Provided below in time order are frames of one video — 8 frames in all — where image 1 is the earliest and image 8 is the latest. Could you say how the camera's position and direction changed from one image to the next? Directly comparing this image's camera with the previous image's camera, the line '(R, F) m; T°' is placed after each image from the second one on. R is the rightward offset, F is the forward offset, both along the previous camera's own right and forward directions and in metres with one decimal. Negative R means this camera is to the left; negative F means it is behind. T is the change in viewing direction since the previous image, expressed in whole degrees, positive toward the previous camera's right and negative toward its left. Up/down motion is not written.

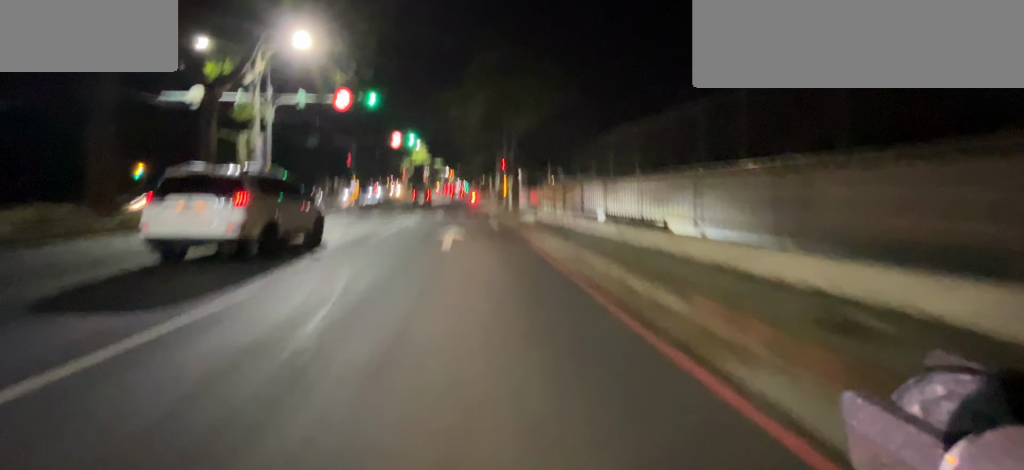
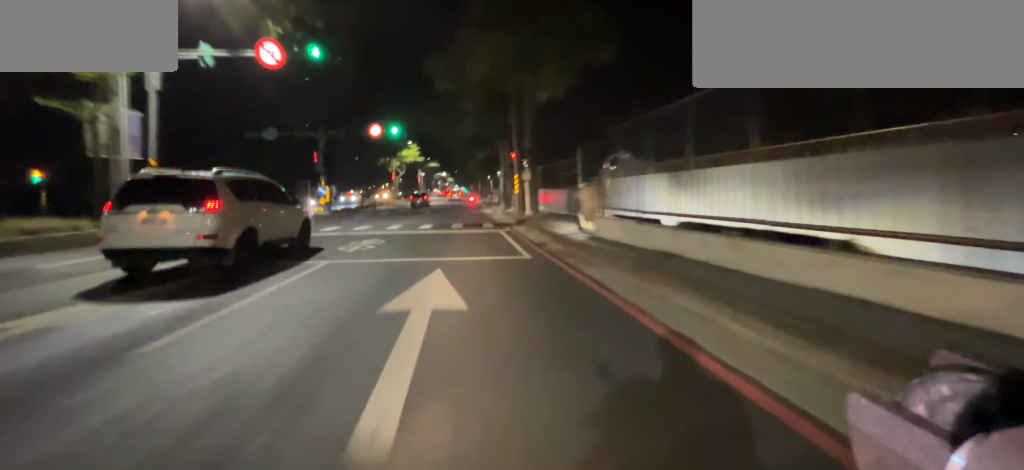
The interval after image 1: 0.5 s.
(-0.1, +8.1) m; 0°
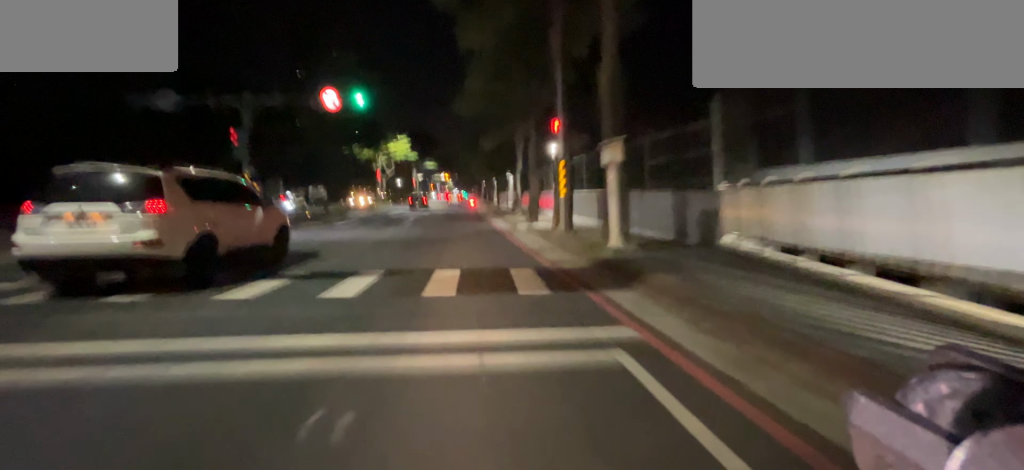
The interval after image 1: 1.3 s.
(0.0, +11.2) m; 0°
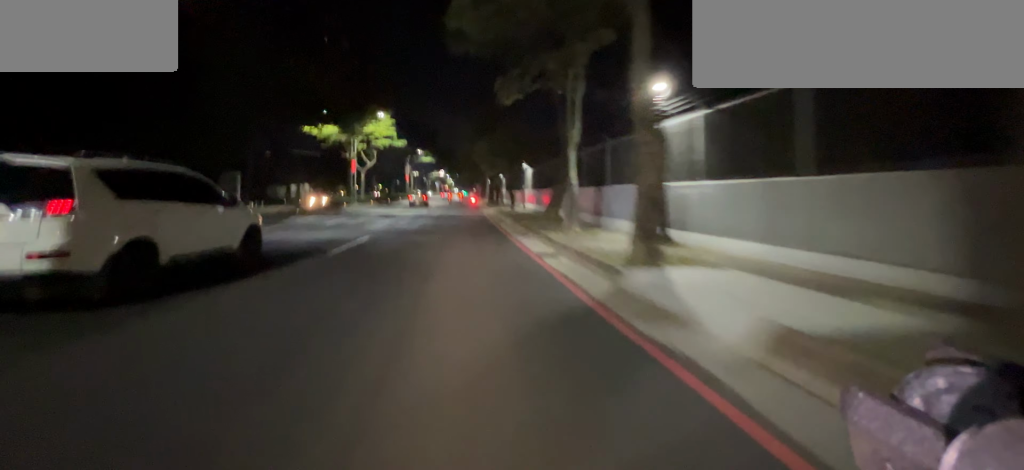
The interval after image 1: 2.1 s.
(0.0, +12.1) m; 0°
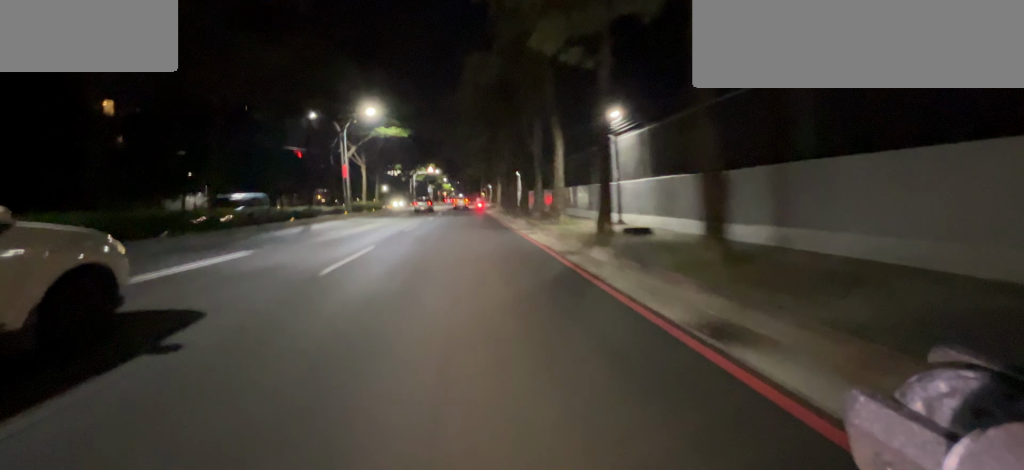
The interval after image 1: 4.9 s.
(+0.3, +40.5) m; +1°
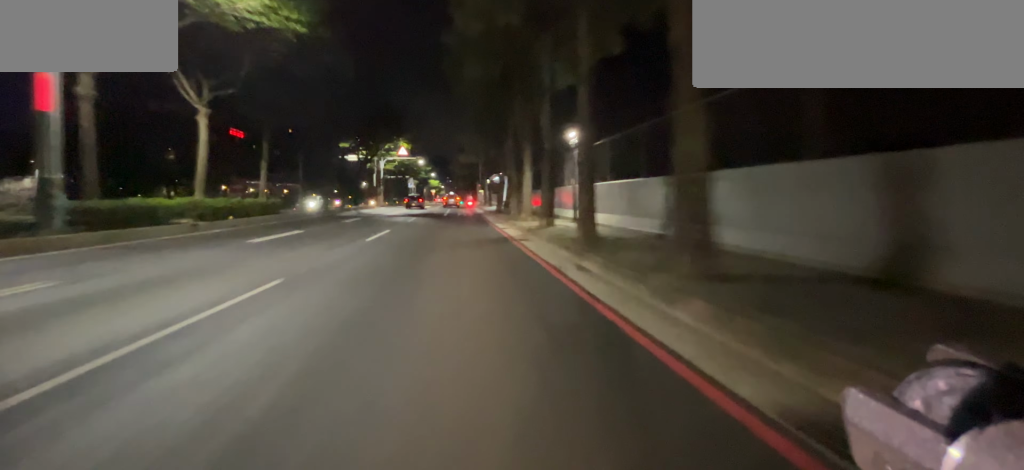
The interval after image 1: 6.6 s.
(+0.2, +22.5) m; +1°
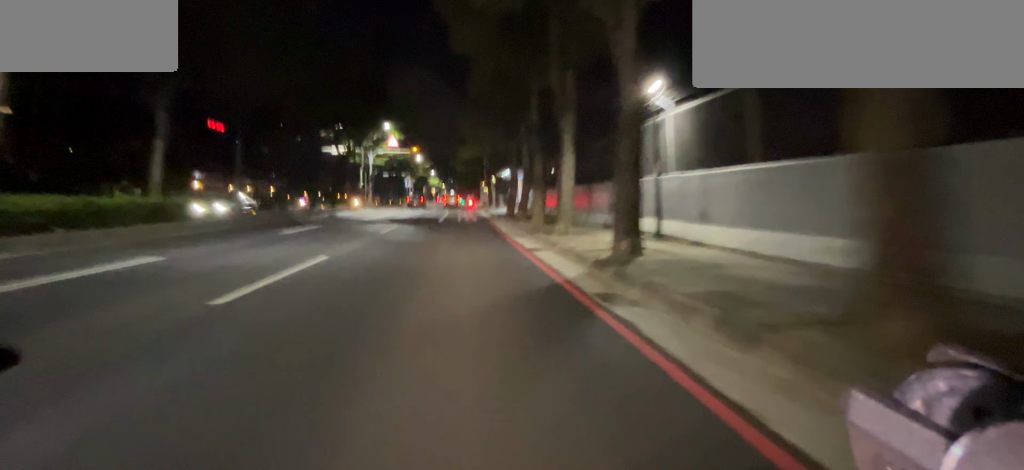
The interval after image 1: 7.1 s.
(0.0, +6.9) m; 0°
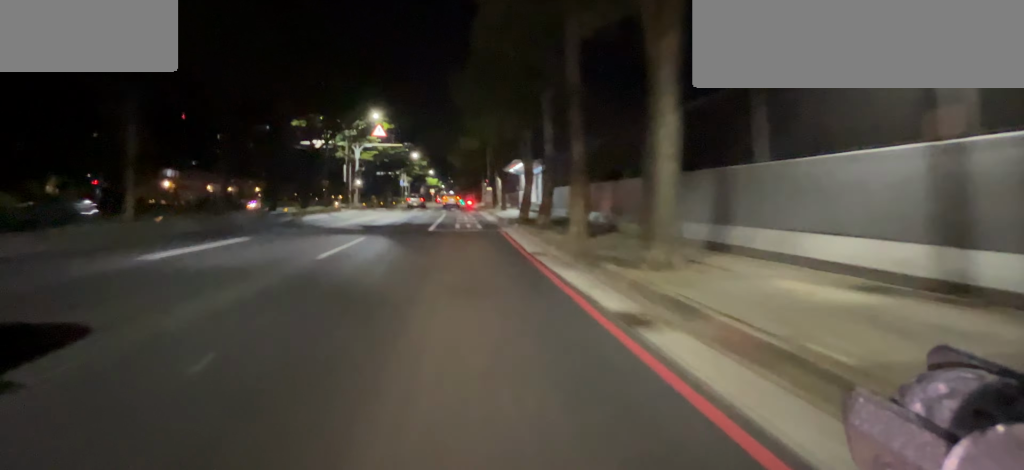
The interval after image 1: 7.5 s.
(0.0, +5.6) m; -1°
